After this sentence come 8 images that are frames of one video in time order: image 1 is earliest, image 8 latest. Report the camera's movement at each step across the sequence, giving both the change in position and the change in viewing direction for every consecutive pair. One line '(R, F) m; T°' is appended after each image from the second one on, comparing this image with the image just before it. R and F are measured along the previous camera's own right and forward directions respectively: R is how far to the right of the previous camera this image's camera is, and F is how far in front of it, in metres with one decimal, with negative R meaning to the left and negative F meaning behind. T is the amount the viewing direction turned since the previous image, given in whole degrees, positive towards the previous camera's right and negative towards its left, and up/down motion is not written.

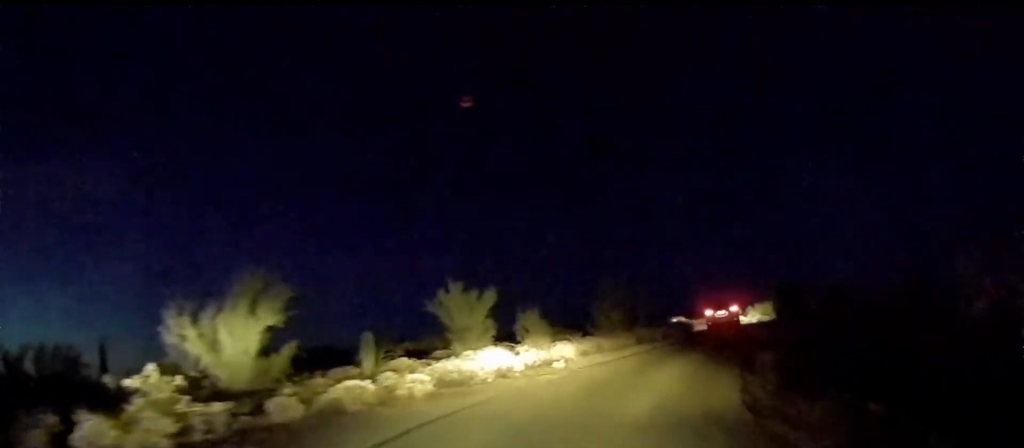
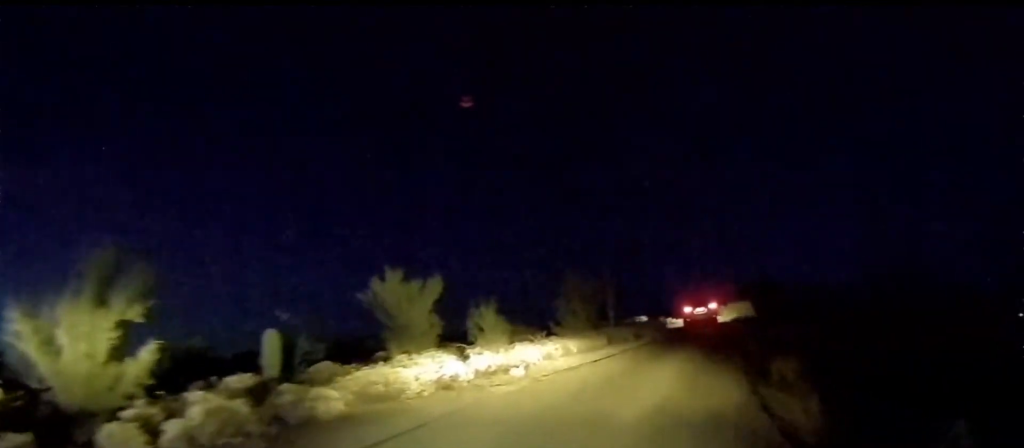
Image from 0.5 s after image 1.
(+0.2, +2.6) m; +1°
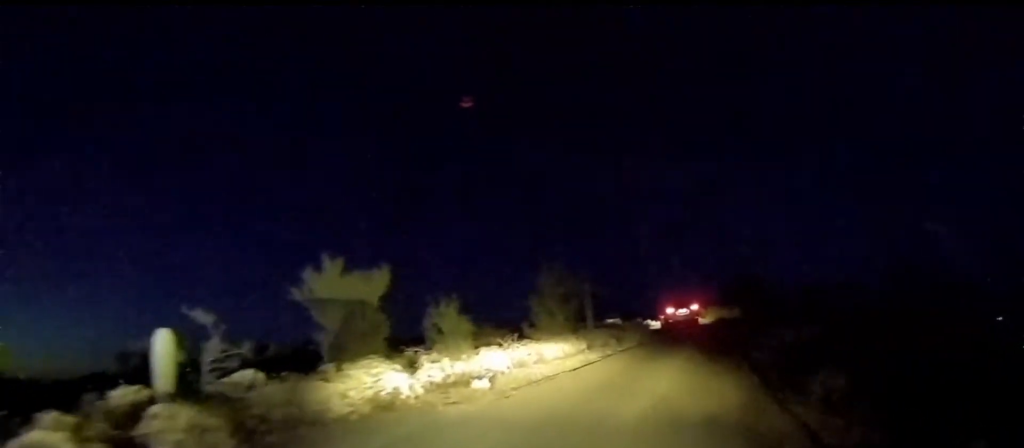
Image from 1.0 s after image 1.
(0.0, +2.1) m; +2°
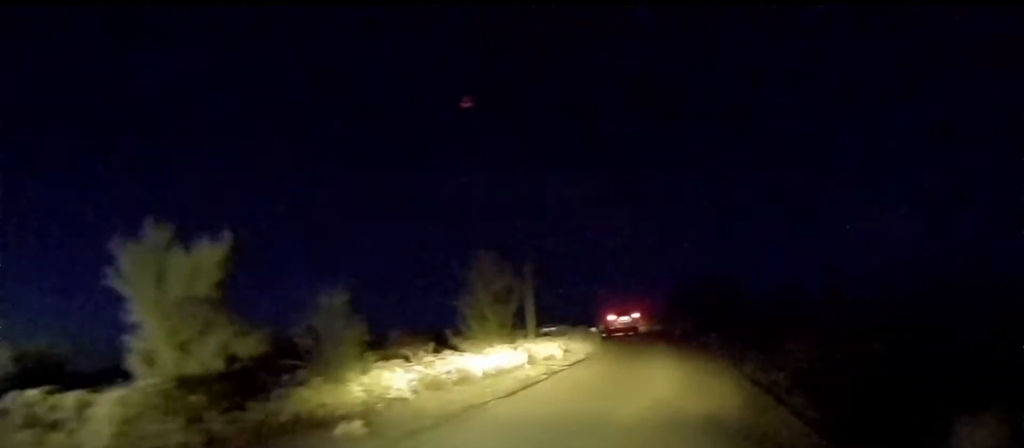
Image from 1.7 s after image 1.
(-0.2, +3.4) m; +6°
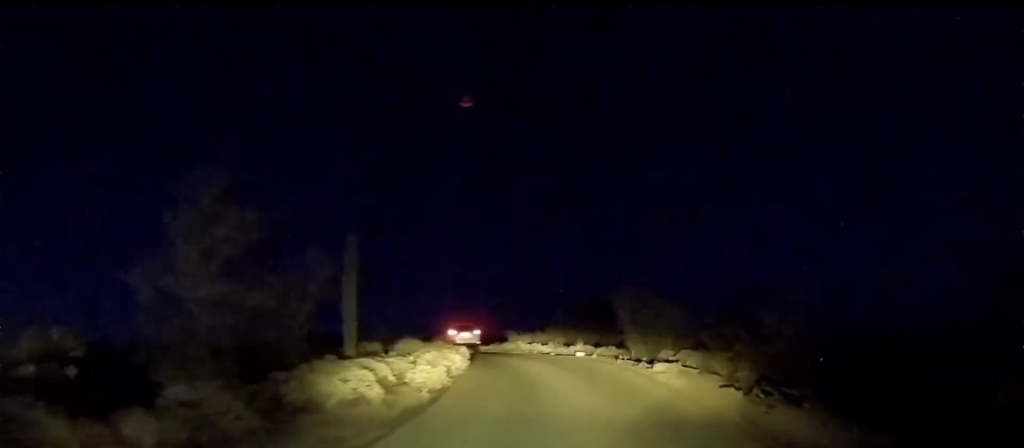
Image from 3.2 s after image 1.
(+1.9, +7.8) m; +19°
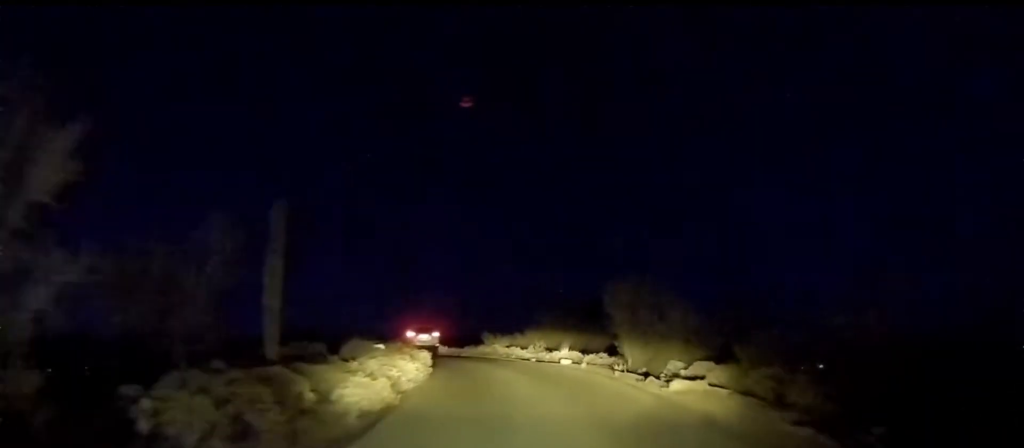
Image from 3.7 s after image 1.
(+0.4, +3.0) m; 0°
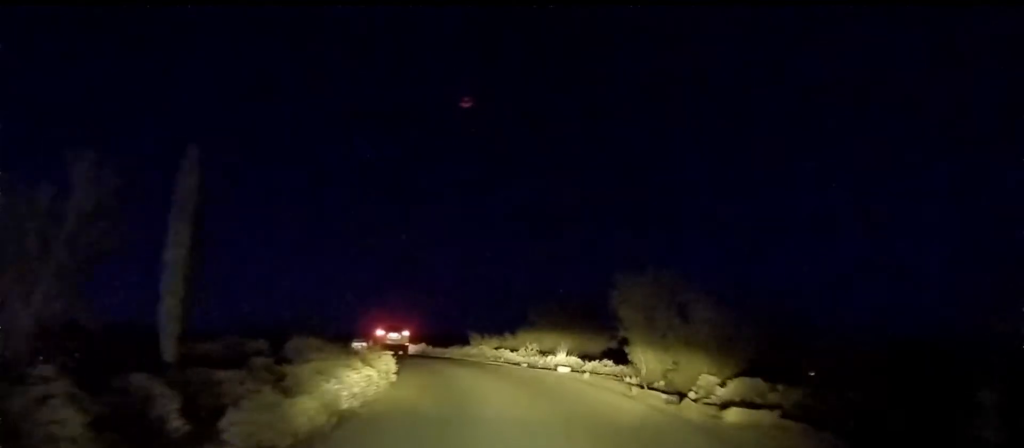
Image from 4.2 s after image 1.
(-0.3, +2.8) m; 0°
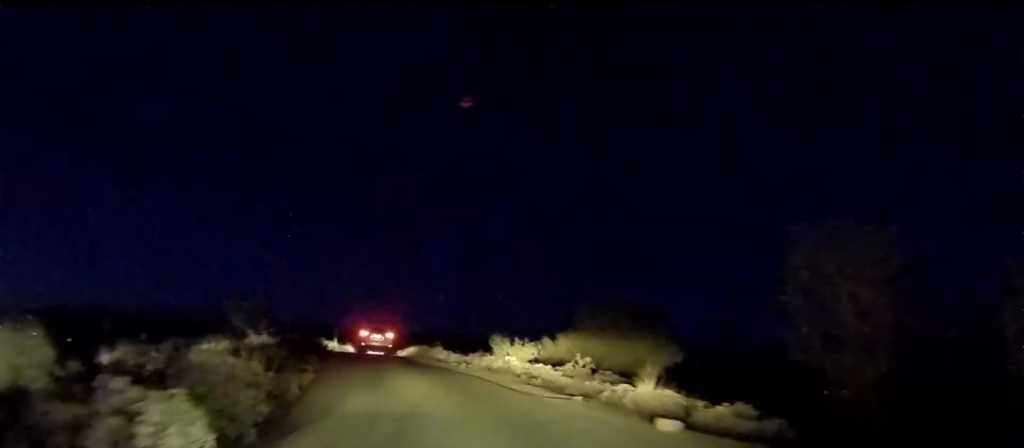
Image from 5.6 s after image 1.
(+0.2, +7.9) m; +6°
